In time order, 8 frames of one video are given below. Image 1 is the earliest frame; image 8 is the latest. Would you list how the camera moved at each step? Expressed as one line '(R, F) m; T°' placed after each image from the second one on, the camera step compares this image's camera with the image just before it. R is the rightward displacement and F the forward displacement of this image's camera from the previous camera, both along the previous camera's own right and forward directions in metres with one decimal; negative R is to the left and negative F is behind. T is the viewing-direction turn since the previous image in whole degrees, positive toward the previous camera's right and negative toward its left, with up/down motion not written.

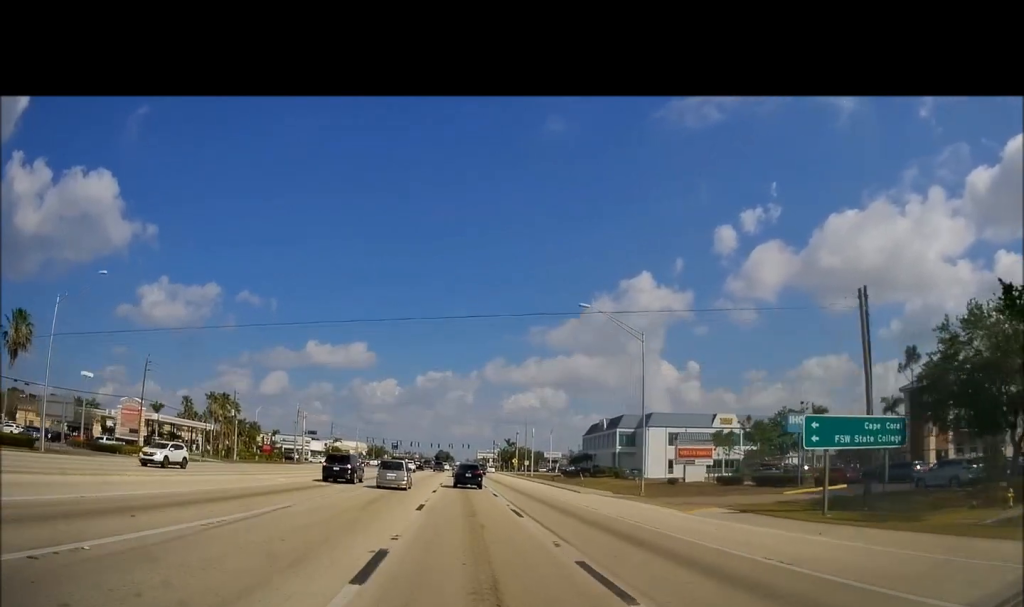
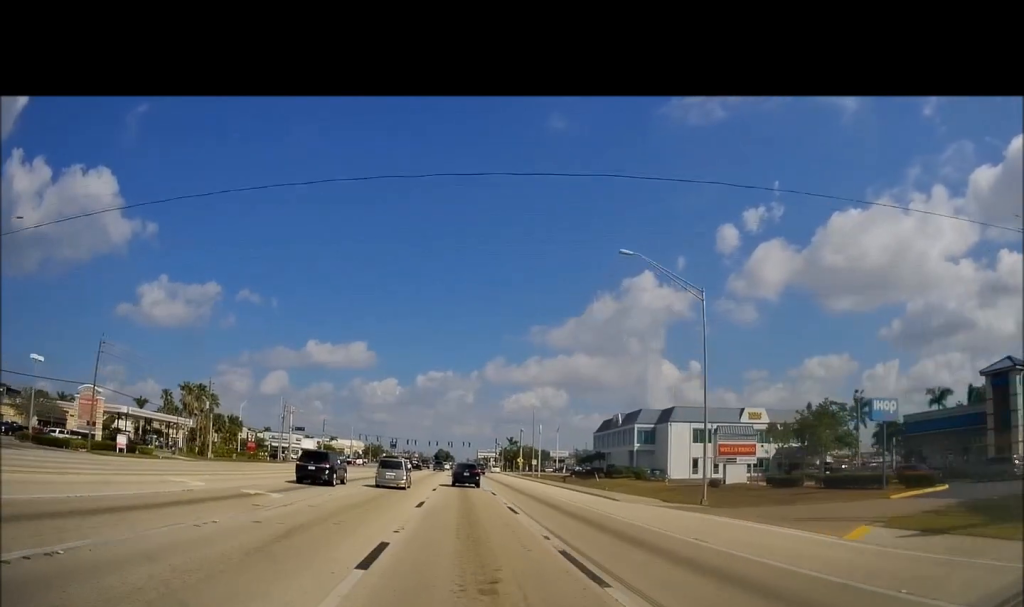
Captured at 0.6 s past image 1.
(+0.1, +11.0) m; -1°
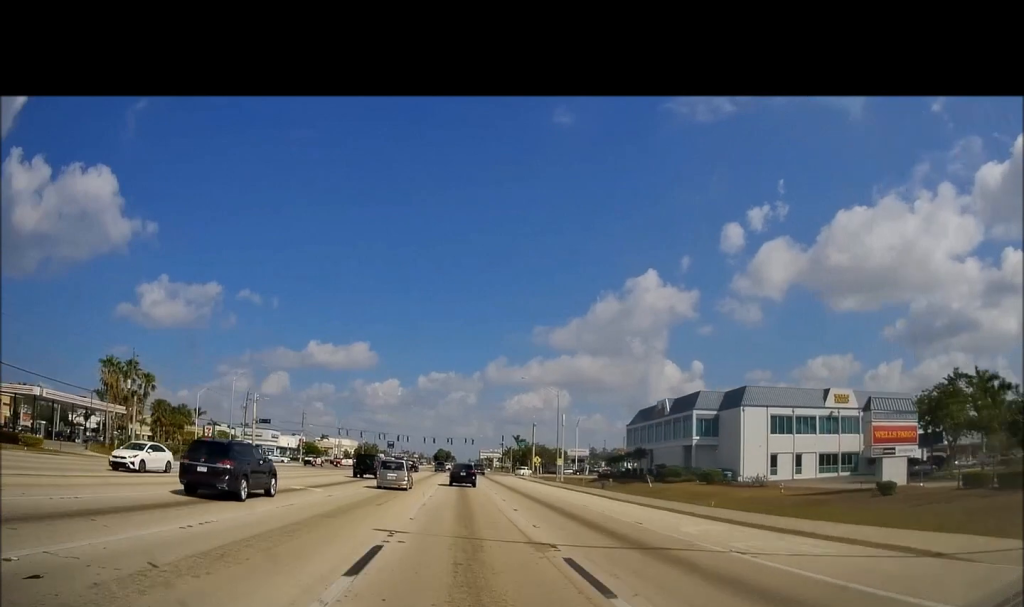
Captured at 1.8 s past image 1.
(-0.4, +24.1) m; 0°
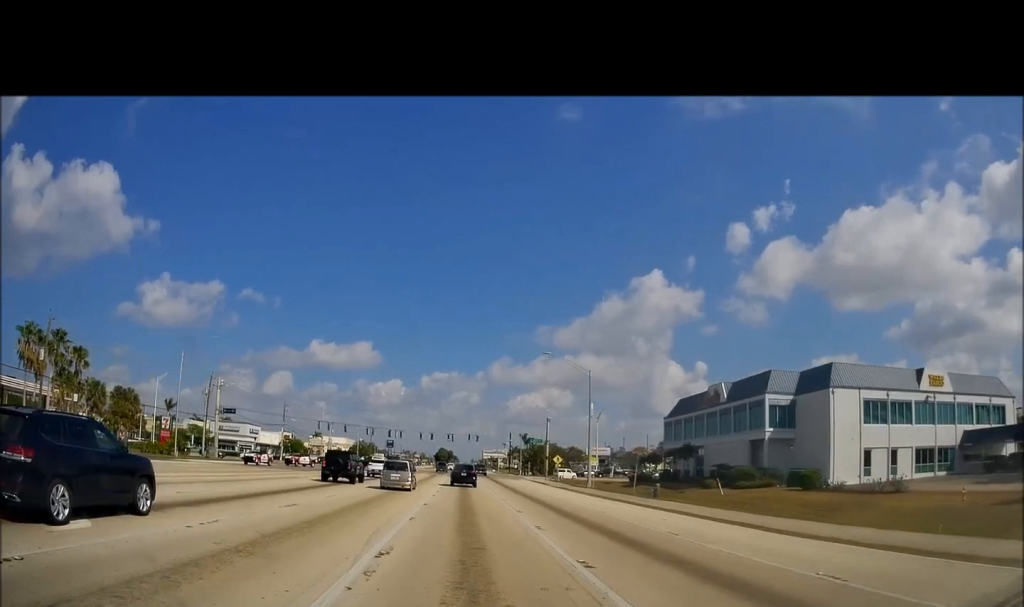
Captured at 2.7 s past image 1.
(+0.4, +17.8) m; 0°
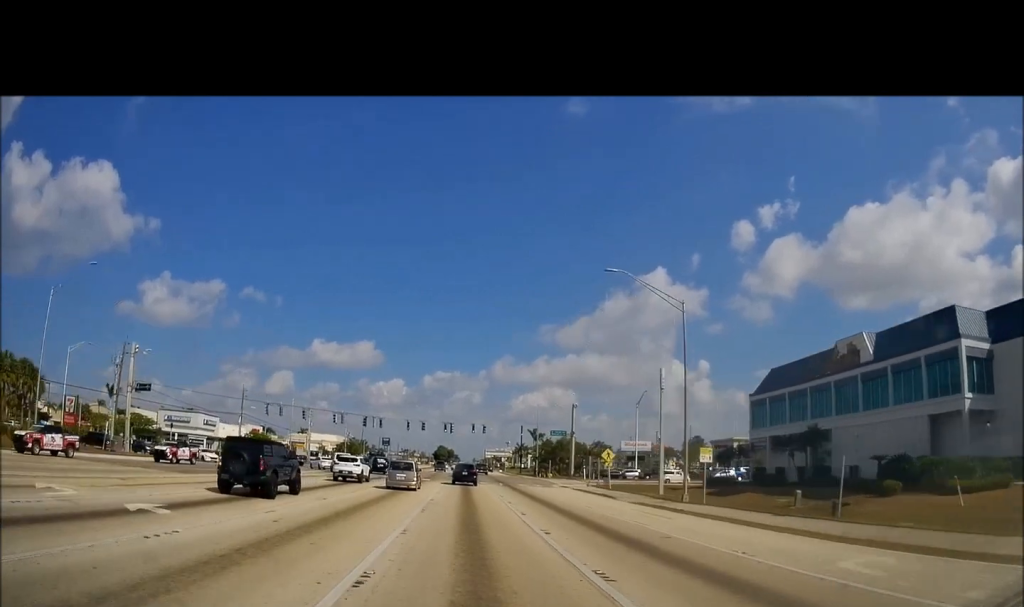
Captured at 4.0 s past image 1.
(-0.4, +26.0) m; 0°
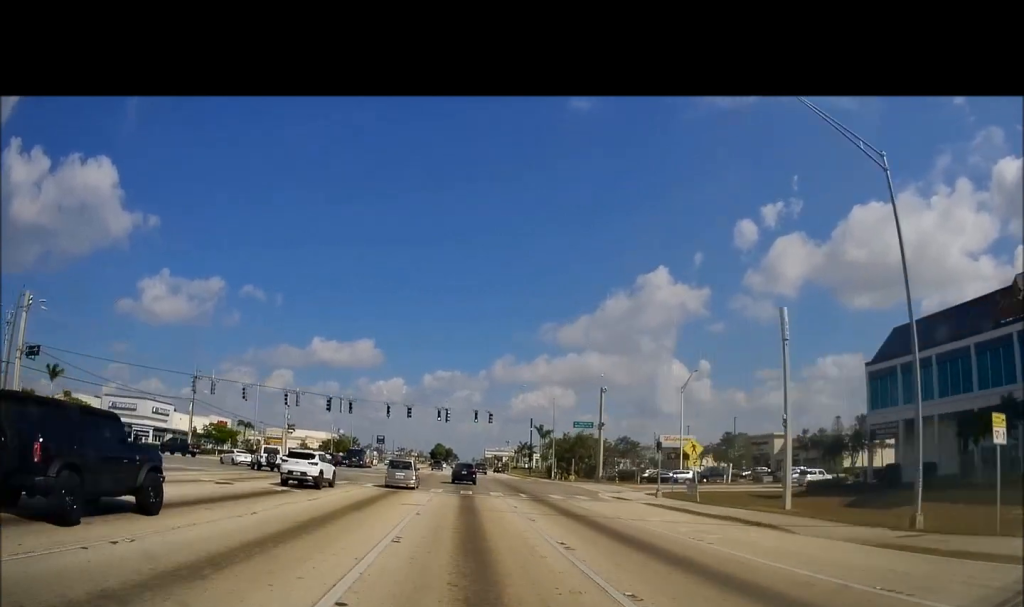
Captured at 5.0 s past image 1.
(+0.3, +19.5) m; +1°
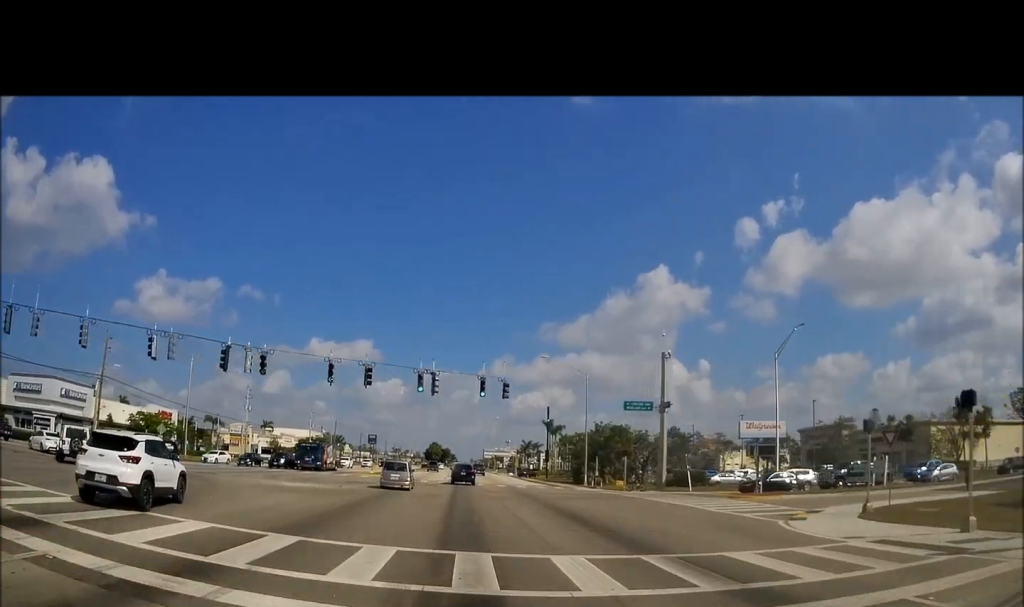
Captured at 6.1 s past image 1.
(0.0, +23.8) m; -1°
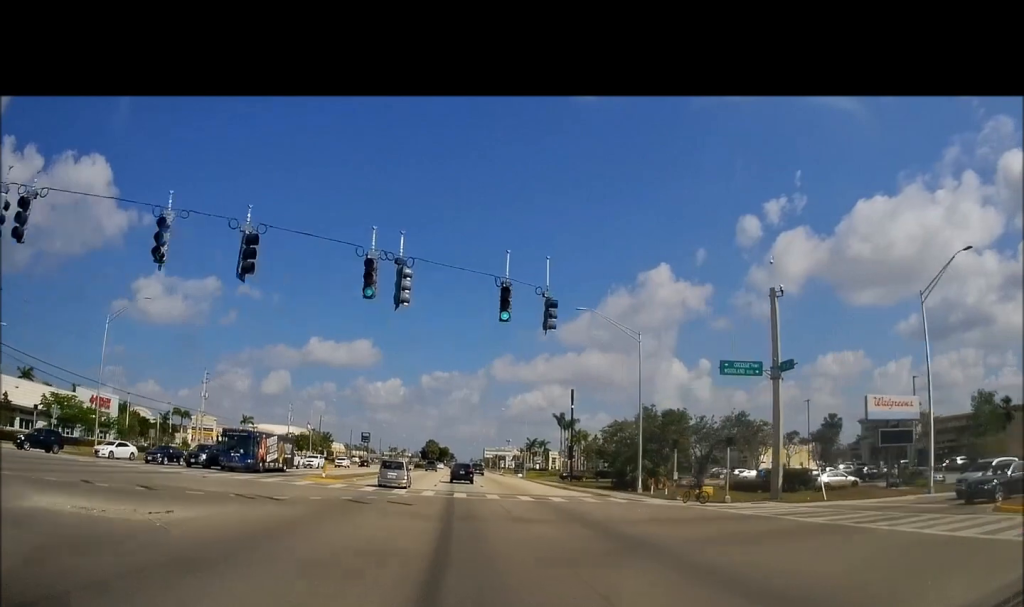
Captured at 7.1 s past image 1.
(-0.2, +19.2) m; -1°
